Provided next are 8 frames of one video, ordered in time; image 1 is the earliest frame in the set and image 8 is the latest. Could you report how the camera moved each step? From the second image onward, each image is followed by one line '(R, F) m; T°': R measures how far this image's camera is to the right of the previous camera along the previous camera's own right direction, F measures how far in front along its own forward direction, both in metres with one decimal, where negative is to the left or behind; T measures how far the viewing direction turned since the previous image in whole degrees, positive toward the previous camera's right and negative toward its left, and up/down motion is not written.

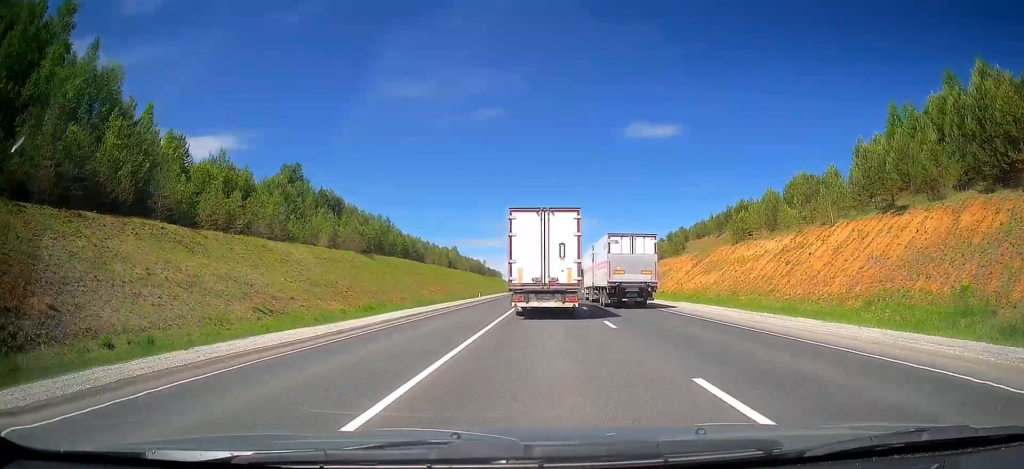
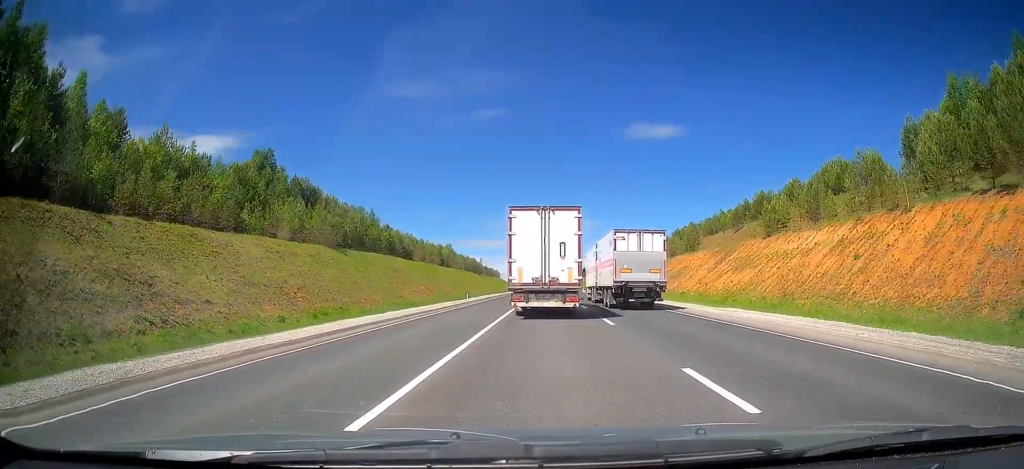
(+0.1, +11.1) m; 0°
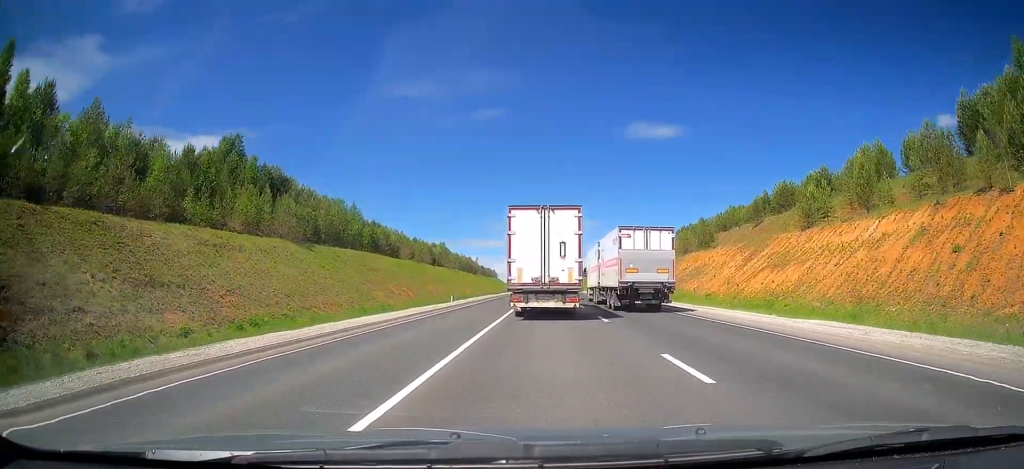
(0.0, +10.3) m; 0°
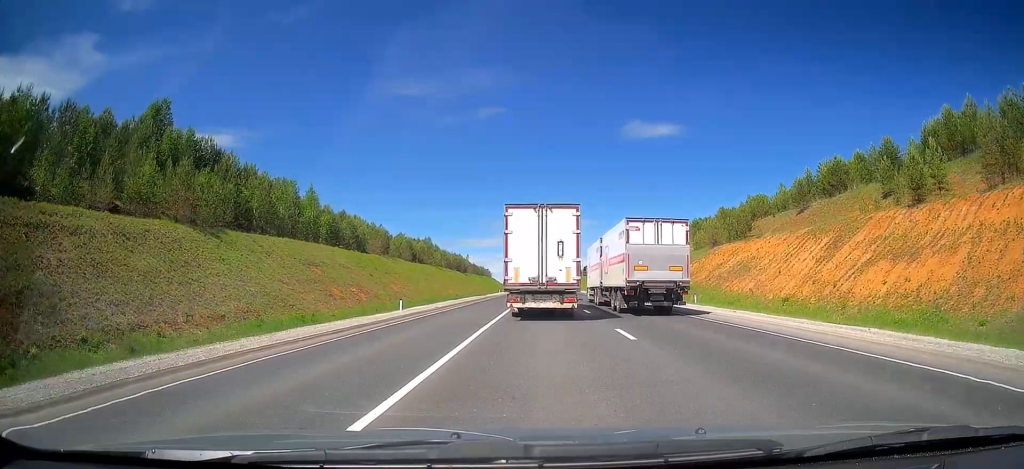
(-0.1, +18.3) m; 0°
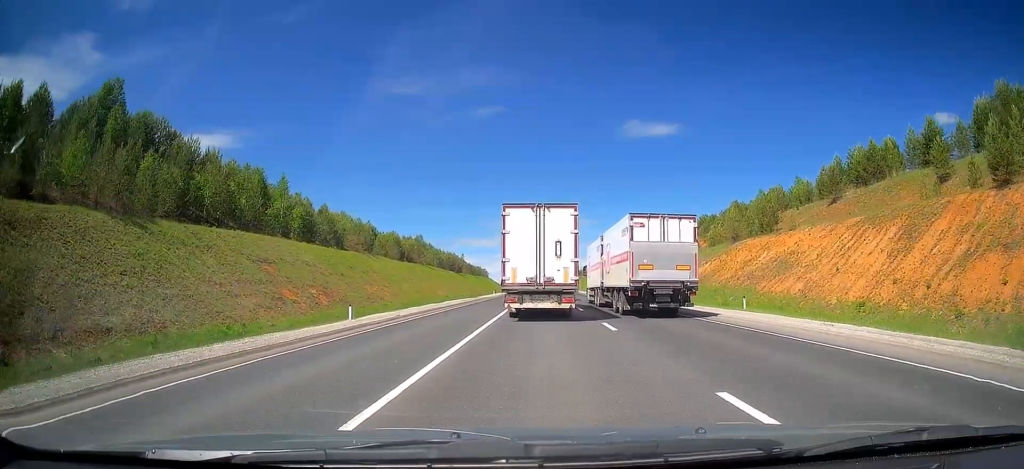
(-0.1, +9.4) m; 0°
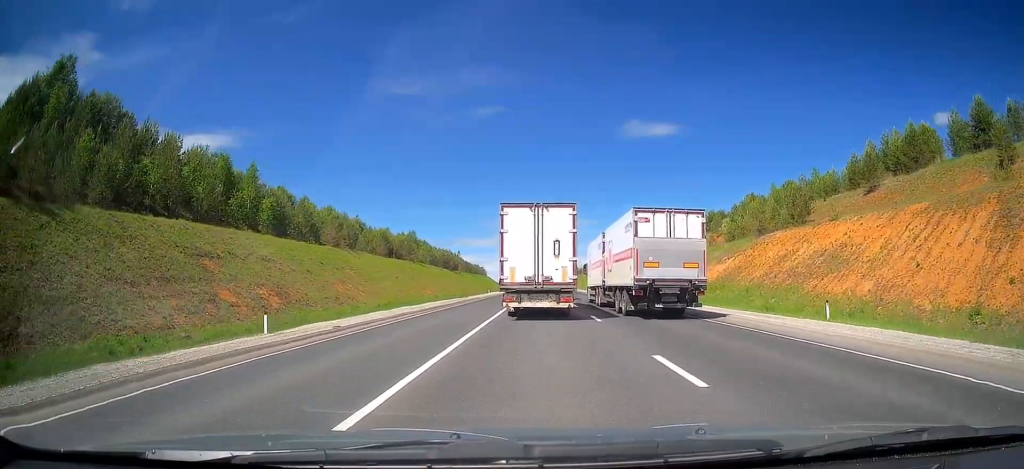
(-0.1, +8.7) m; 0°
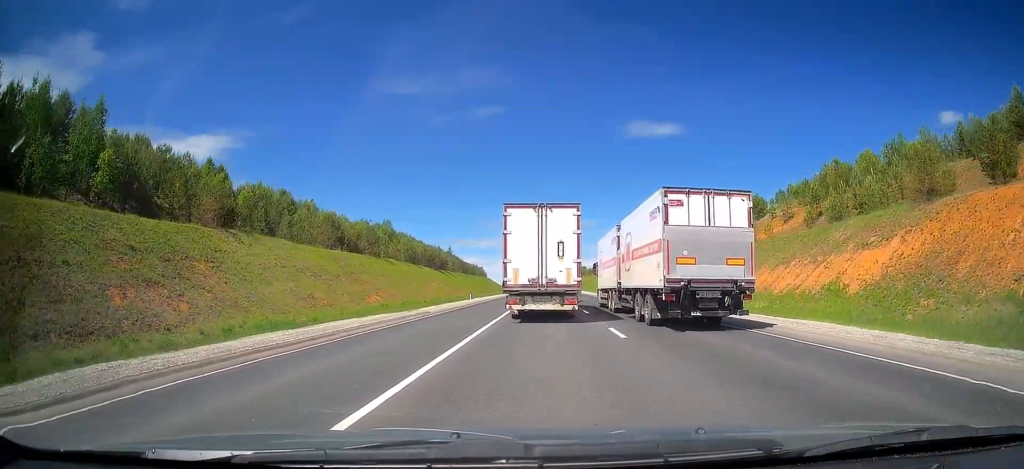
(+0.4, +29.3) m; 0°
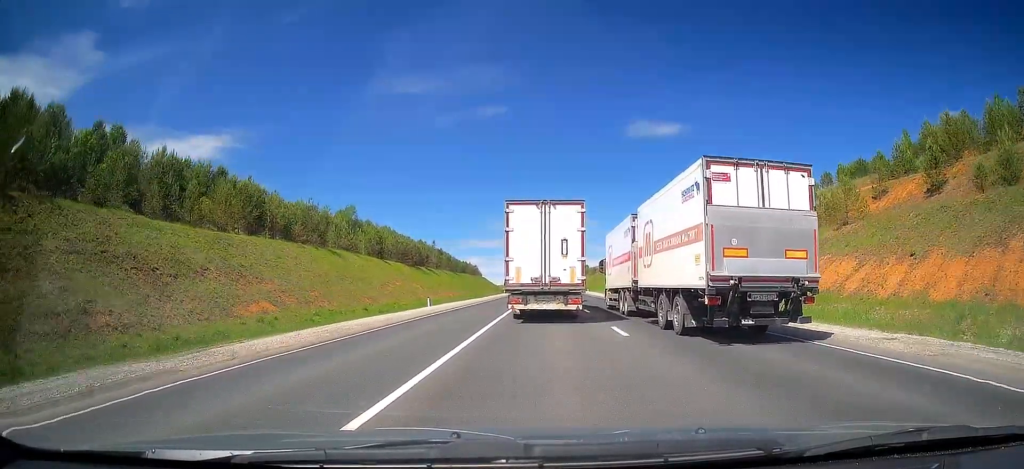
(-0.3, +23.5) m; -1°
